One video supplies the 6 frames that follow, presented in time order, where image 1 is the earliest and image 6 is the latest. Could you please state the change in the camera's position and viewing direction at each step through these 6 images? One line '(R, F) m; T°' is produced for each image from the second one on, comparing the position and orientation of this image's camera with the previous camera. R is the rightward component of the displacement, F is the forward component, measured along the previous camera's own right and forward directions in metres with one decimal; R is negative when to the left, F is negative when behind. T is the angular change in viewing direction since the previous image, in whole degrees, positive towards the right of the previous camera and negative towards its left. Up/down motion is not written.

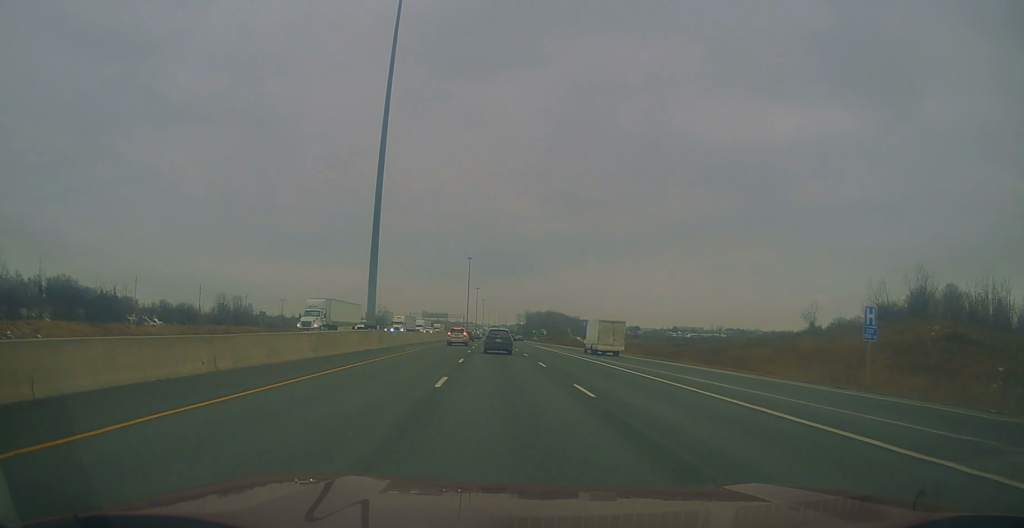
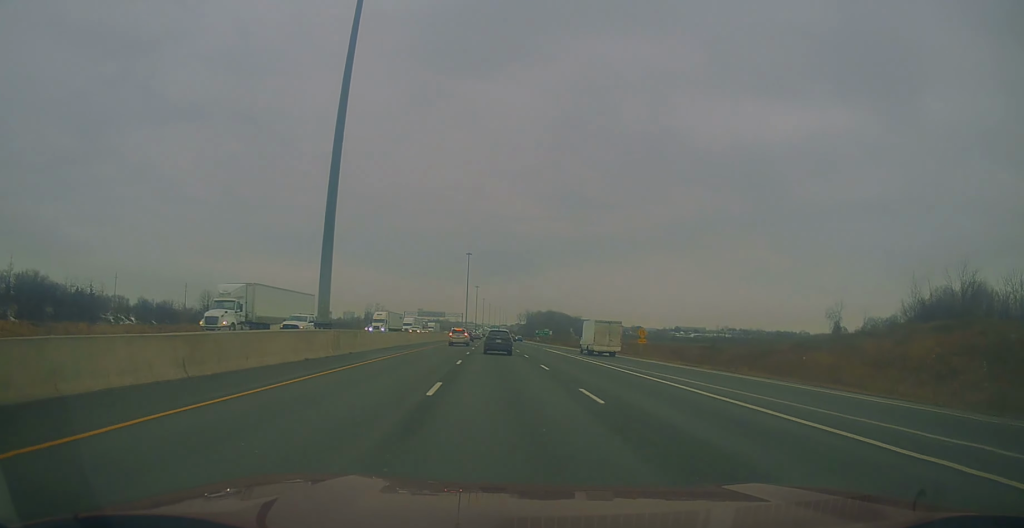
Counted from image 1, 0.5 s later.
(-0.2, +13.4) m; 0°
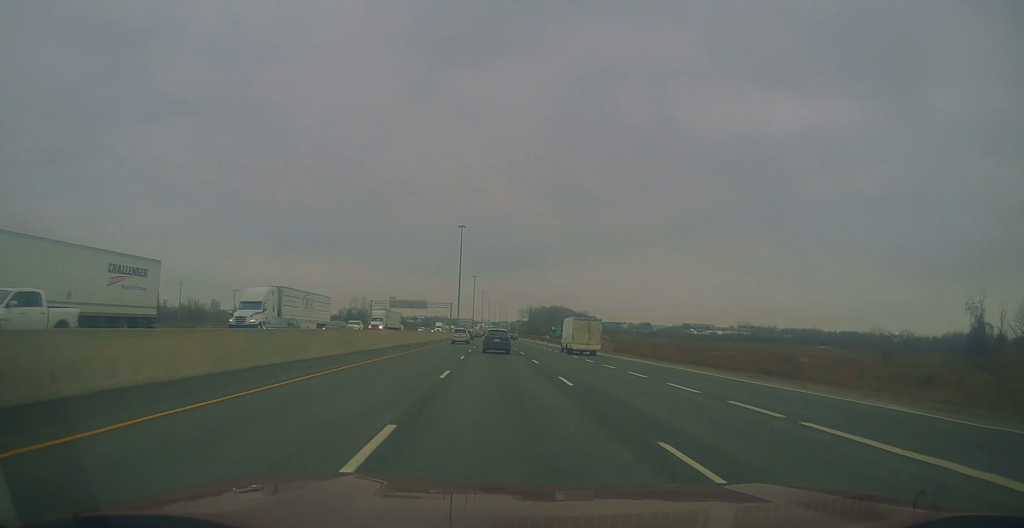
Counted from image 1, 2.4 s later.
(+0.5, +55.0) m; +1°
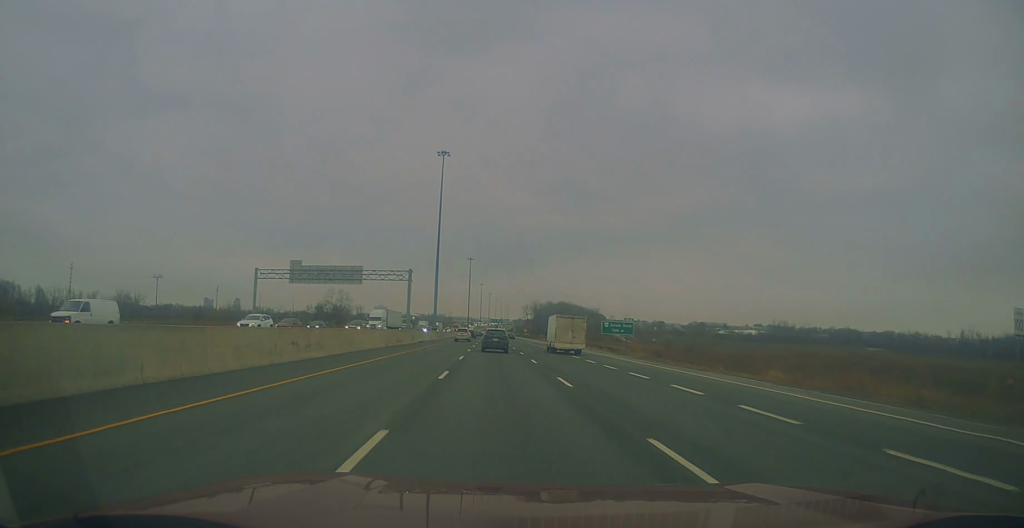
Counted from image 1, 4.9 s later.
(-1.0, +71.9) m; -1°
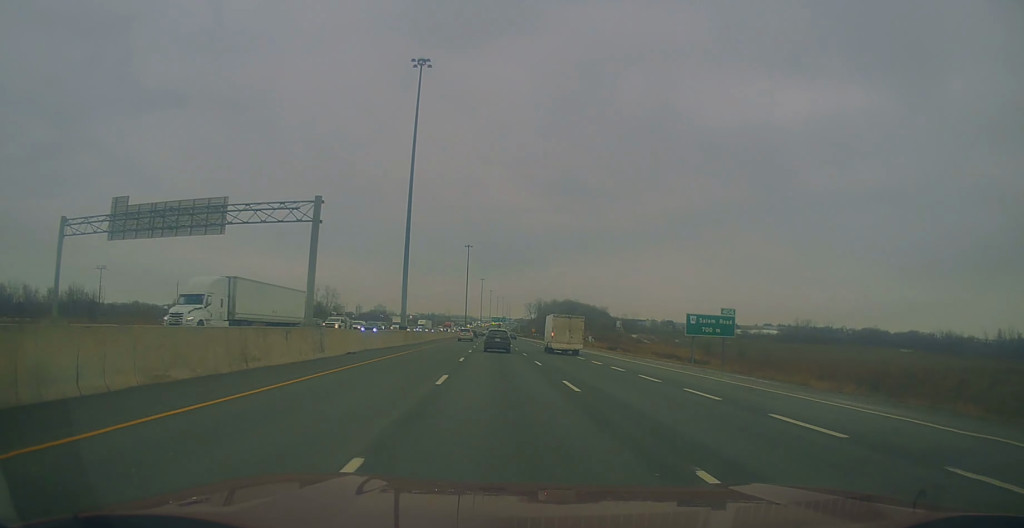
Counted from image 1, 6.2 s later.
(+0.5, +37.1) m; +1°
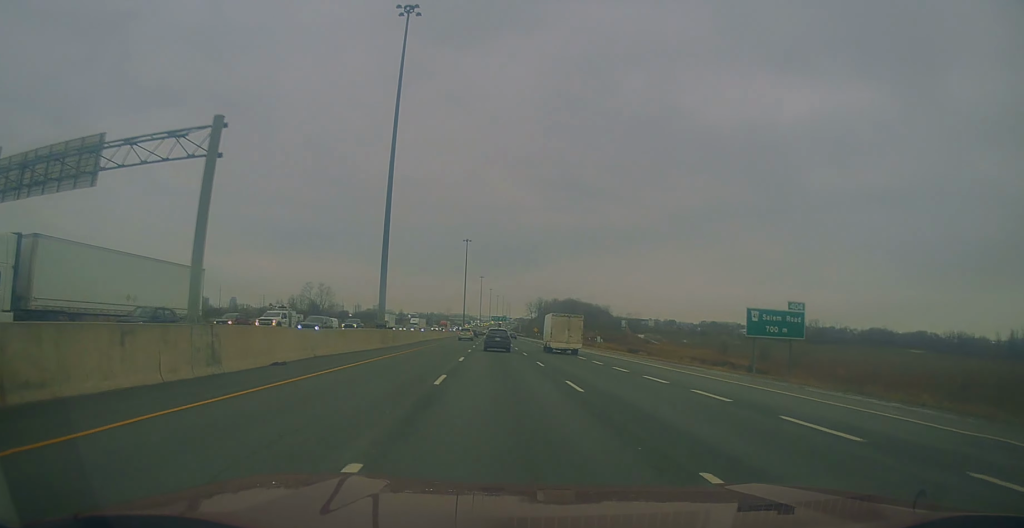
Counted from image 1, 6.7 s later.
(+0.2, +12.4) m; -1°
